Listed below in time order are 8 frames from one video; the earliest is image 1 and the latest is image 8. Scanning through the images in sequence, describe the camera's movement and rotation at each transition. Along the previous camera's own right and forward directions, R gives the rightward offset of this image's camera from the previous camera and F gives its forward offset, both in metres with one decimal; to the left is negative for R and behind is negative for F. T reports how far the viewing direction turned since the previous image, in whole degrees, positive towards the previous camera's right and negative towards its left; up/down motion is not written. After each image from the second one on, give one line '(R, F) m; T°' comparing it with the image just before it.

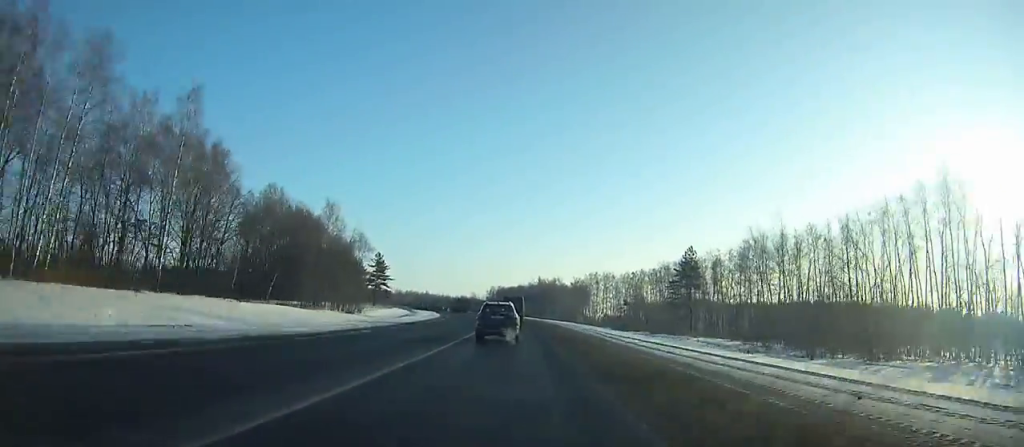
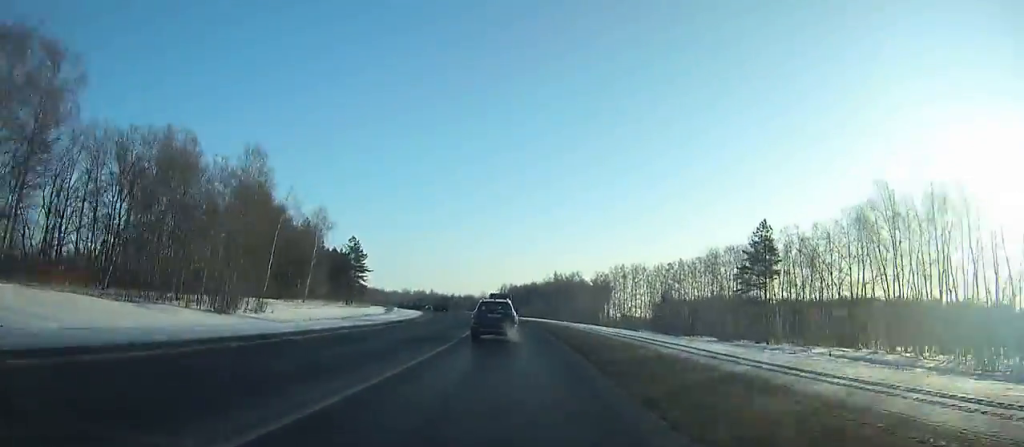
(-0.5, +35.2) m; -2°
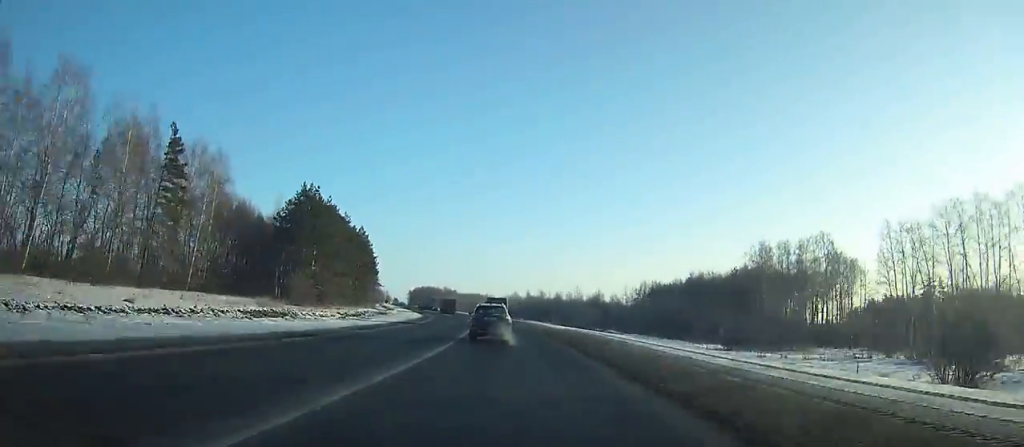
(-11.1, +127.2) m; -11°
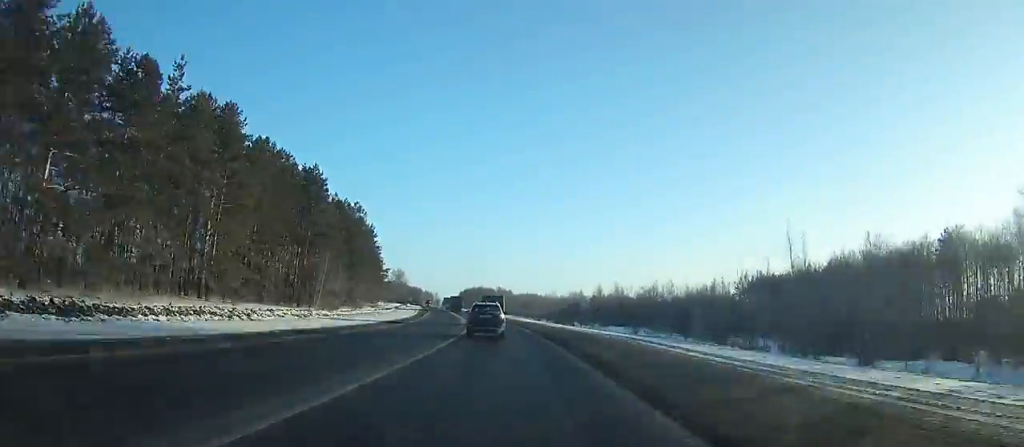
(-3.5, +68.1) m; -6°
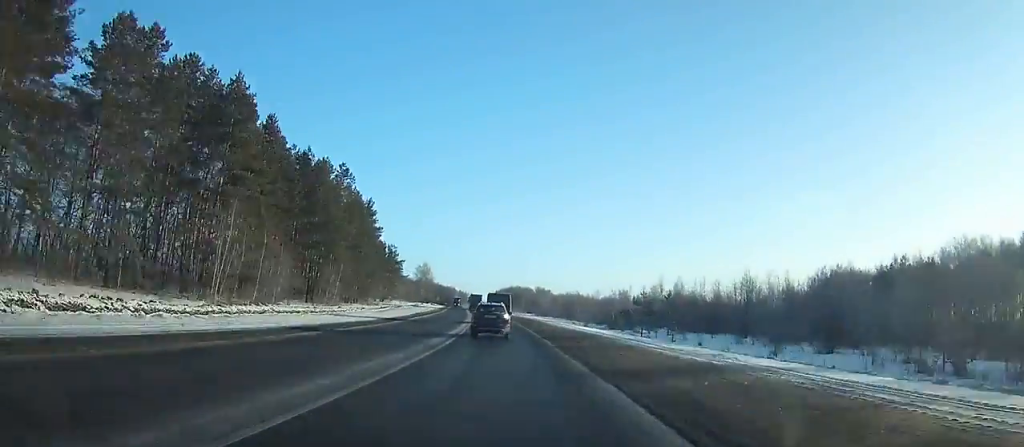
(-1.3, +34.6) m; -3°
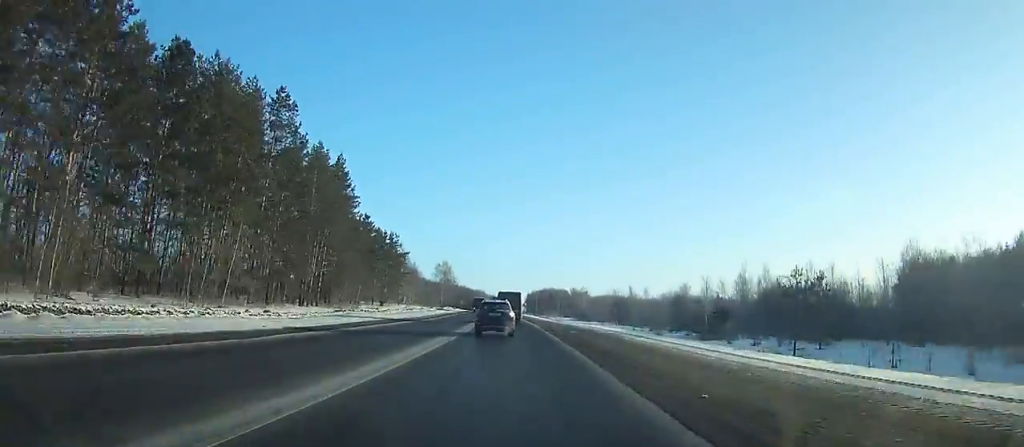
(-0.7, +36.3) m; -3°
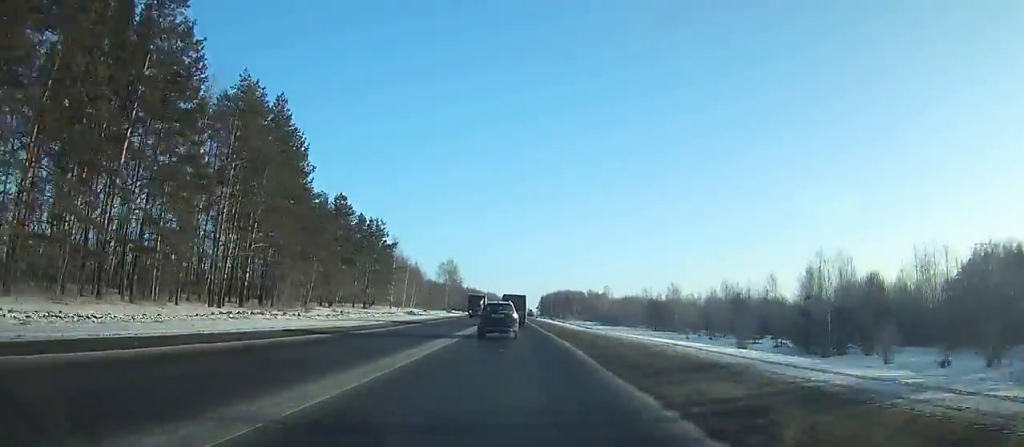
(-0.9, +24.3) m; -1°
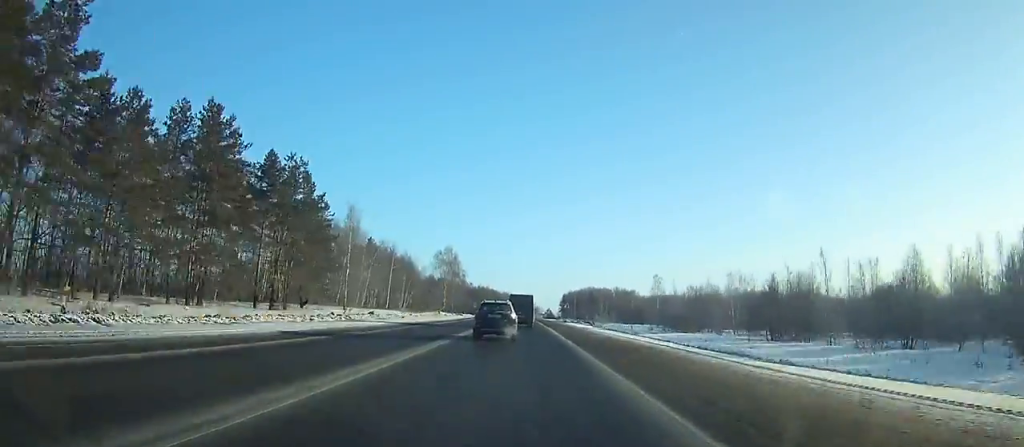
(-1.1, +46.0) m; -2°
